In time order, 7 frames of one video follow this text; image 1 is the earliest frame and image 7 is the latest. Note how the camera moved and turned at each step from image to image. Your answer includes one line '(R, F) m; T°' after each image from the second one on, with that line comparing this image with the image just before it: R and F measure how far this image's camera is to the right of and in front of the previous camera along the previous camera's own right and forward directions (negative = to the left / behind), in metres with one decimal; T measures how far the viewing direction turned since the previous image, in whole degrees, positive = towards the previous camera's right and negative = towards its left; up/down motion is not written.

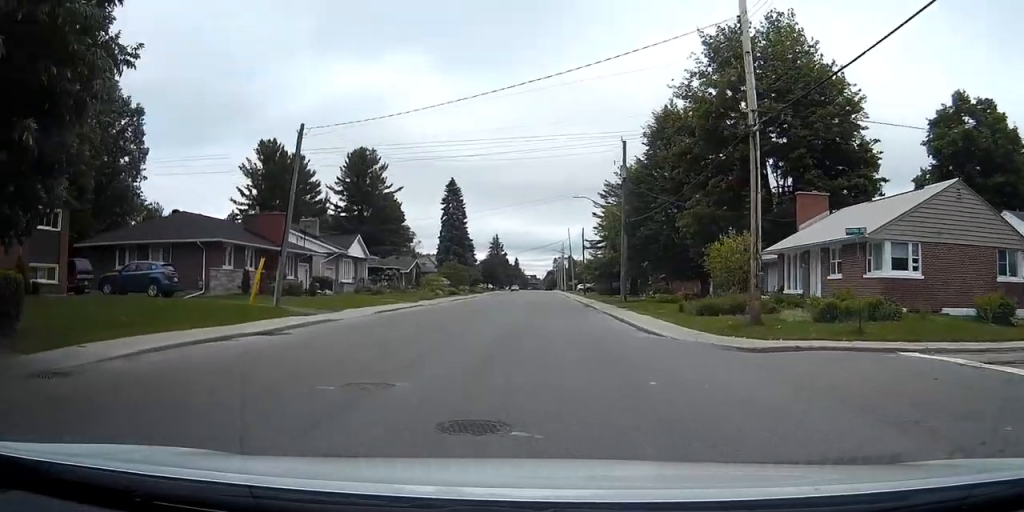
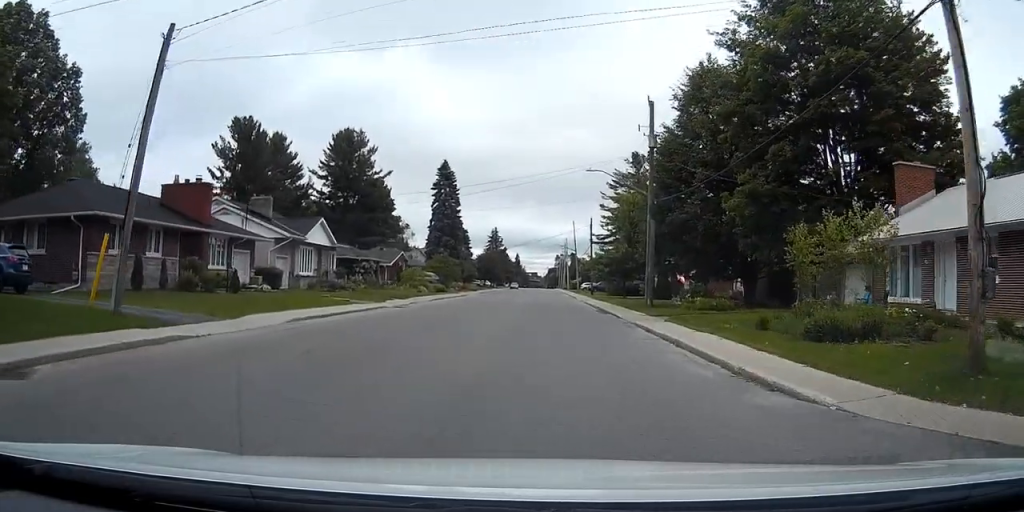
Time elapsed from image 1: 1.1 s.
(0.0, +12.2) m; 0°
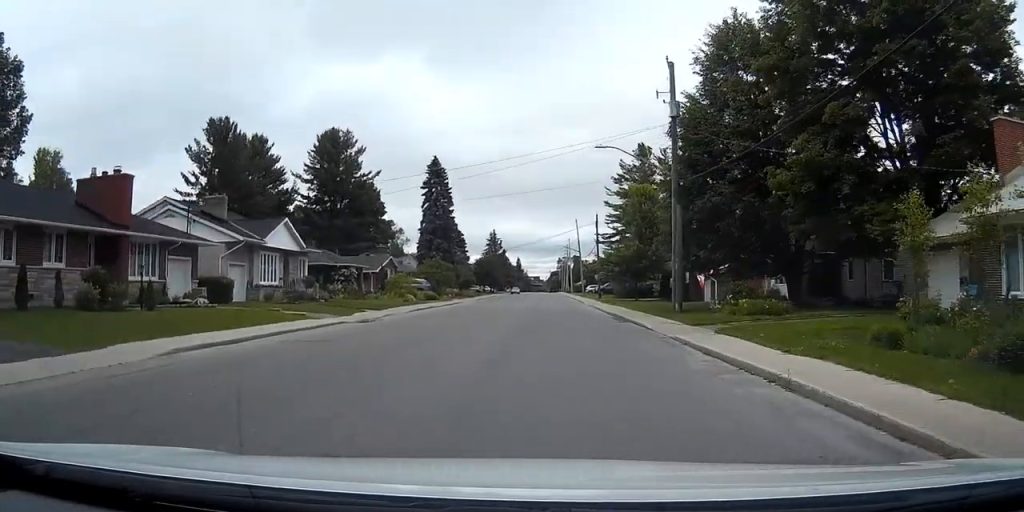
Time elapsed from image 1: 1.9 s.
(0.0, +8.1) m; 0°
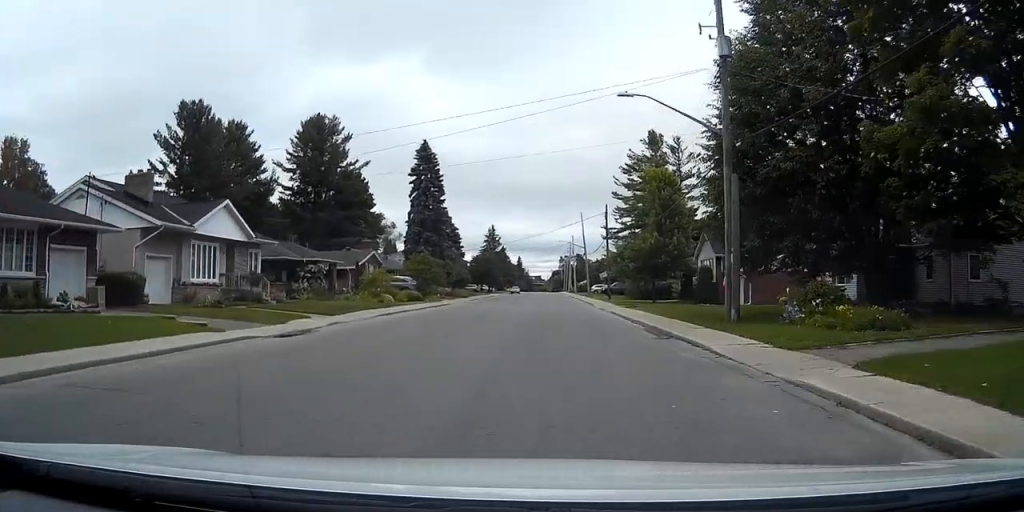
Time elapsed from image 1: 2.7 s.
(0.0, +9.8) m; 0°
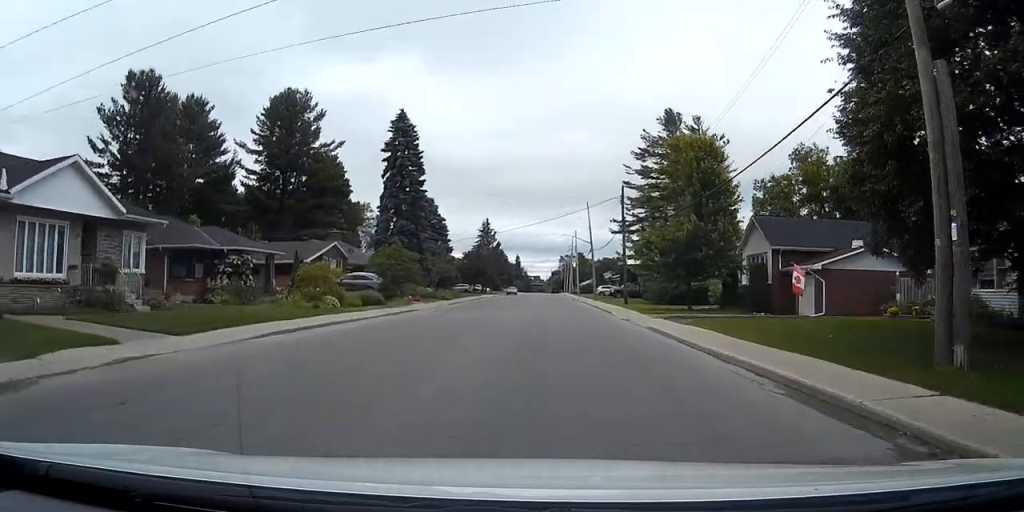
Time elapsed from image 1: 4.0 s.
(-0.1, +14.3) m; 0°
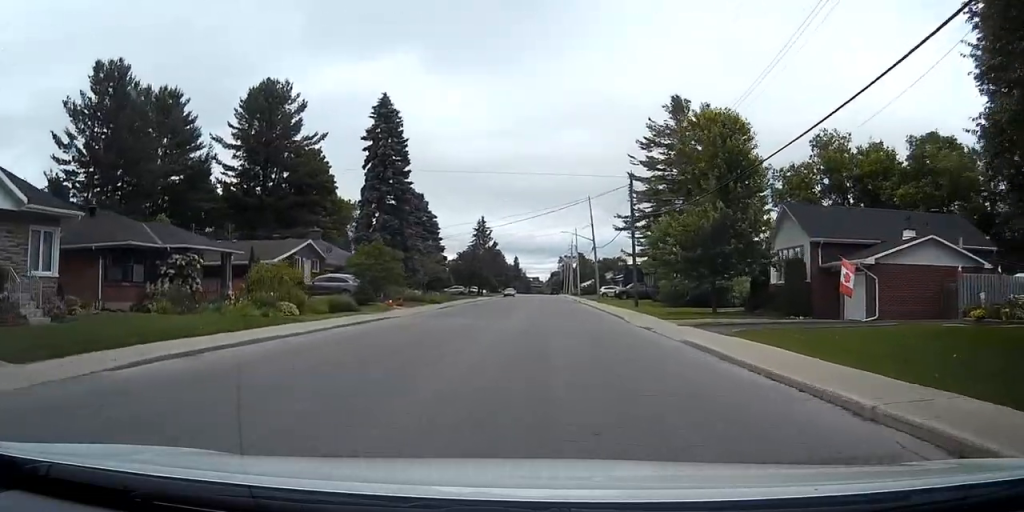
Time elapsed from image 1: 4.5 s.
(0.0, +6.7) m; 0°
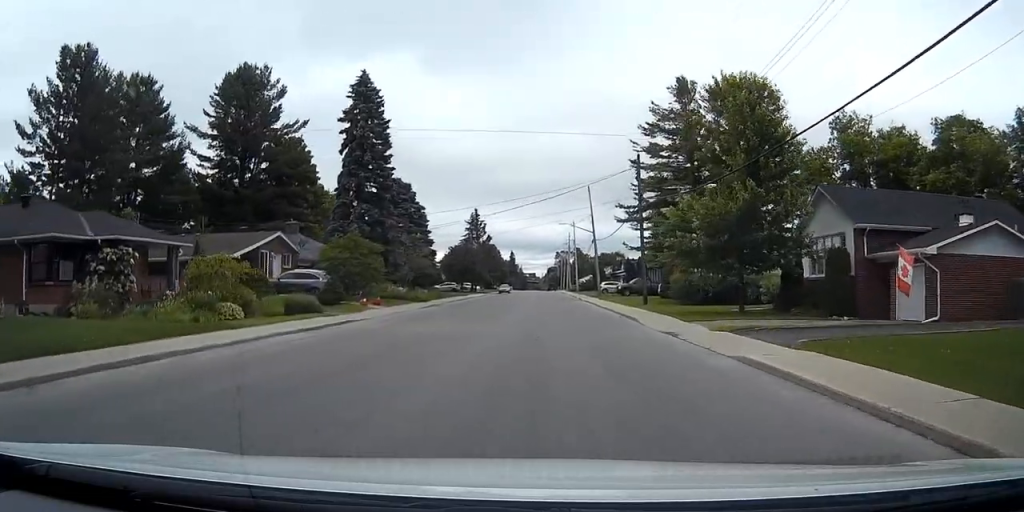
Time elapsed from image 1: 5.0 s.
(0.0, +6.1) m; 0°
